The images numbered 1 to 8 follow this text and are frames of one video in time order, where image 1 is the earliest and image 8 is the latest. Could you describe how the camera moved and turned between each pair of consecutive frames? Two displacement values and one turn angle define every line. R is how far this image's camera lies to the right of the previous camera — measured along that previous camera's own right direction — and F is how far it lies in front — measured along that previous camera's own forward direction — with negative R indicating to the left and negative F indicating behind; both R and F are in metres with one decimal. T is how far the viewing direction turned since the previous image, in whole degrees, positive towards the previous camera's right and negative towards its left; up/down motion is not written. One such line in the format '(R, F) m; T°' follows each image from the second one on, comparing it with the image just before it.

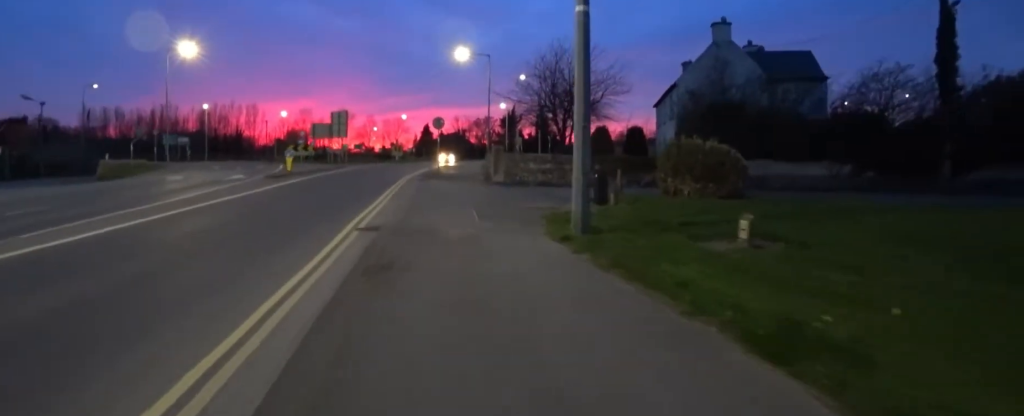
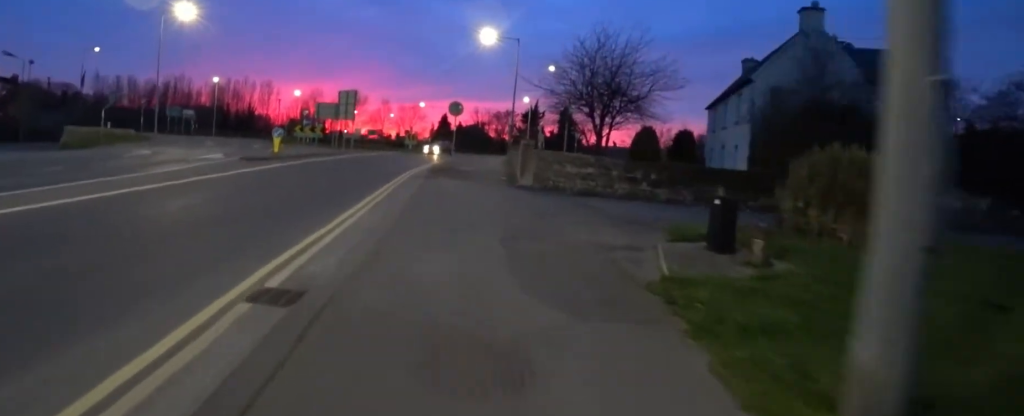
(+0.1, +4.5) m; +1°
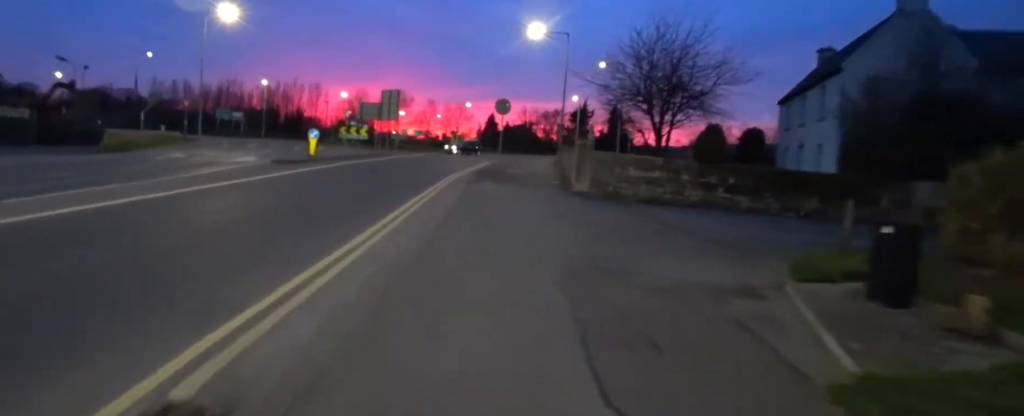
(+0.2, +2.0) m; -4°
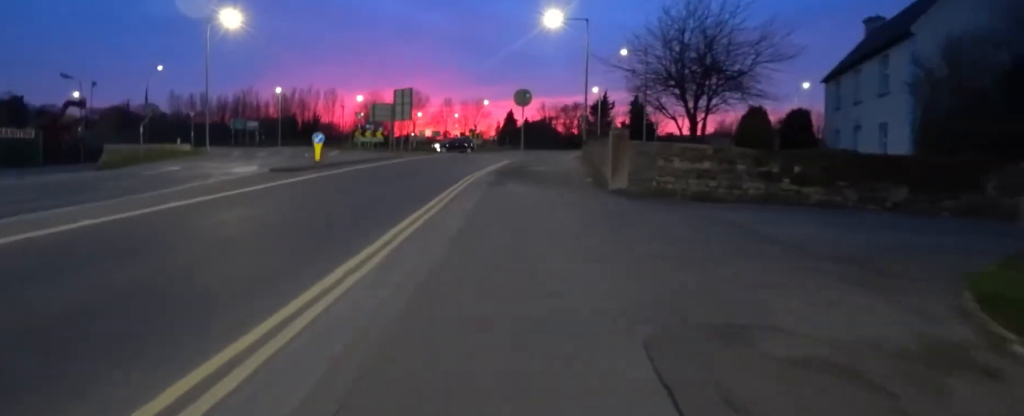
(+0.1, +2.0) m; -3°
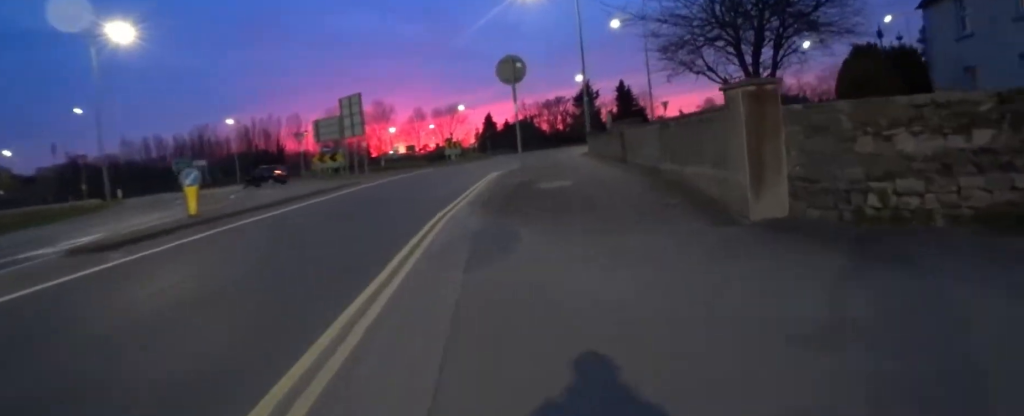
(+0.3, +6.8) m; +16°
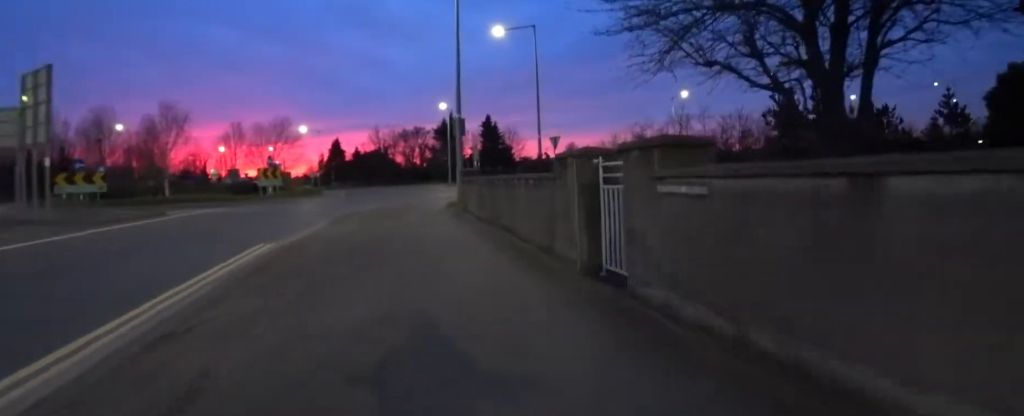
(-1.0, +8.9) m; -13°
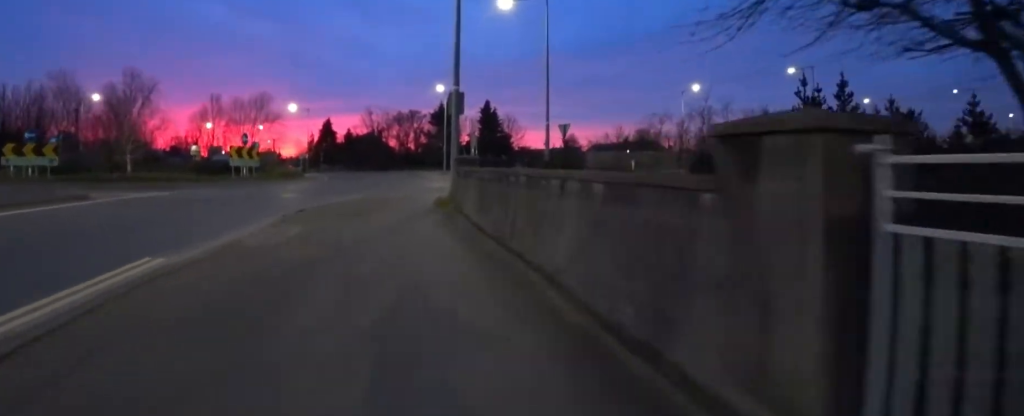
(+0.5, +3.0) m; +5°
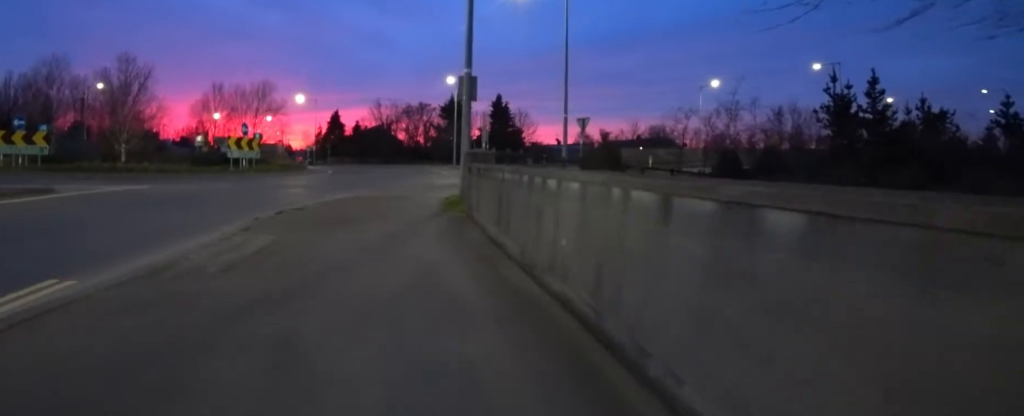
(+0.3, +1.5) m; +4°
